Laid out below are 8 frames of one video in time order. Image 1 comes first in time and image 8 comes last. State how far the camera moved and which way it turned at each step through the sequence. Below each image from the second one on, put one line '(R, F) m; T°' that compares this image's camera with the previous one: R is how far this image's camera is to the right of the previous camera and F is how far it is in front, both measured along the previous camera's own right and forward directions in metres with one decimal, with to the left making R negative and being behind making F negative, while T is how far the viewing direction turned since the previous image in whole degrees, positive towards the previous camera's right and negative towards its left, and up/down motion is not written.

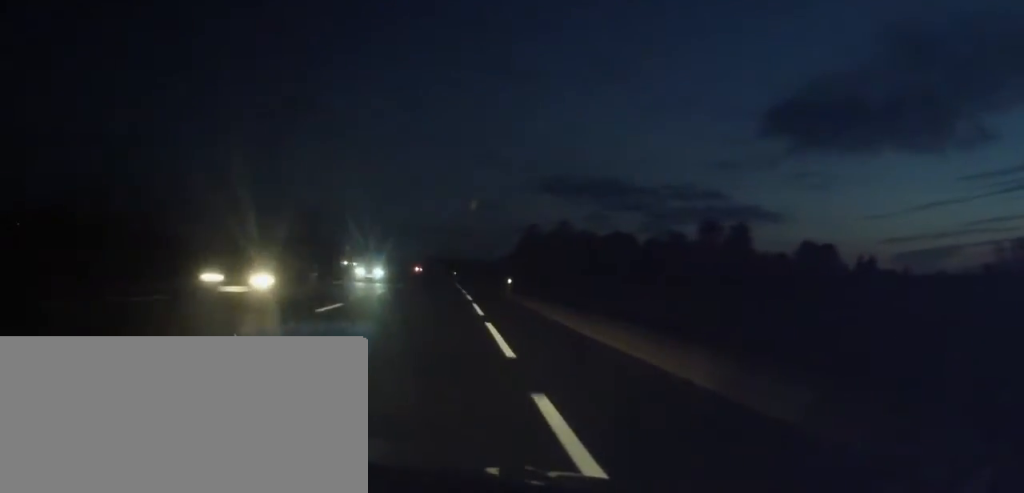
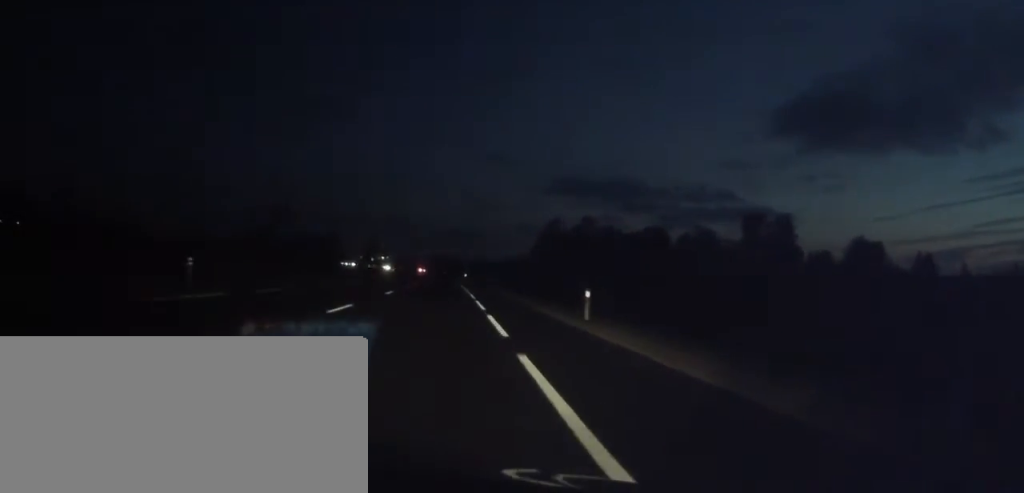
(-0.1, +23.8) m; 0°
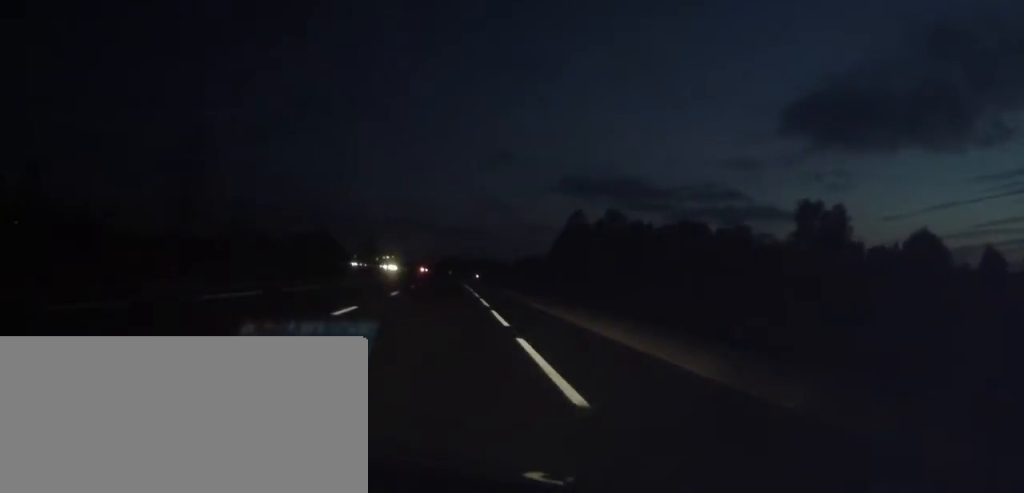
(-0.1, +24.7) m; -1°
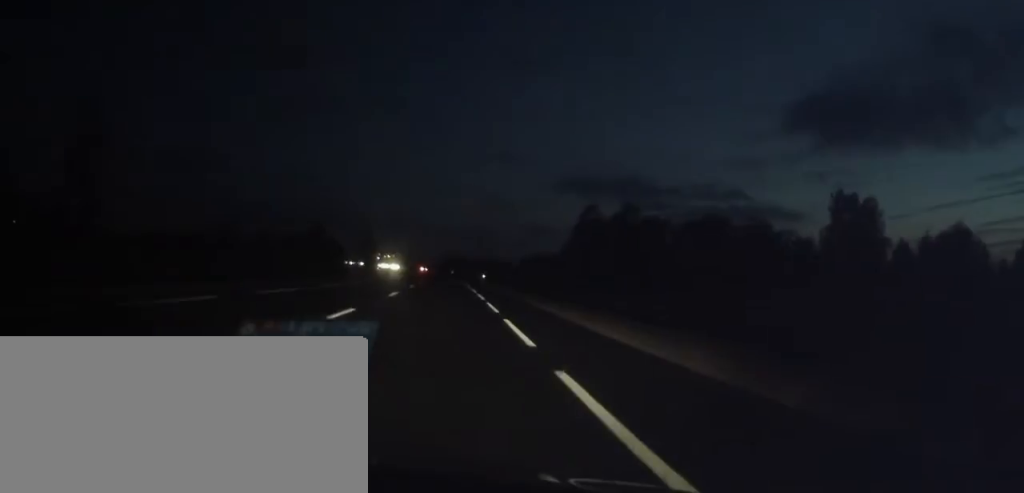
(+0.2, +13.2) m; -1°
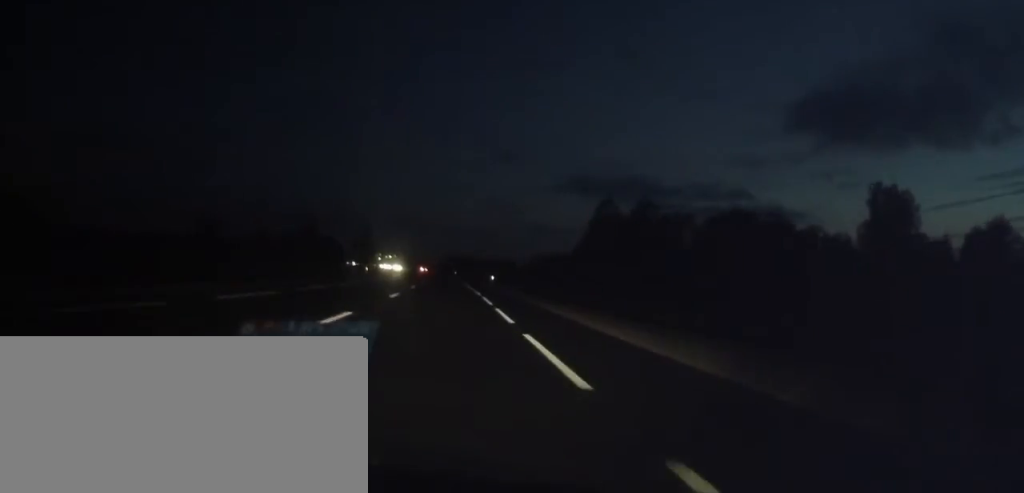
(-0.4, +13.3) m; -1°
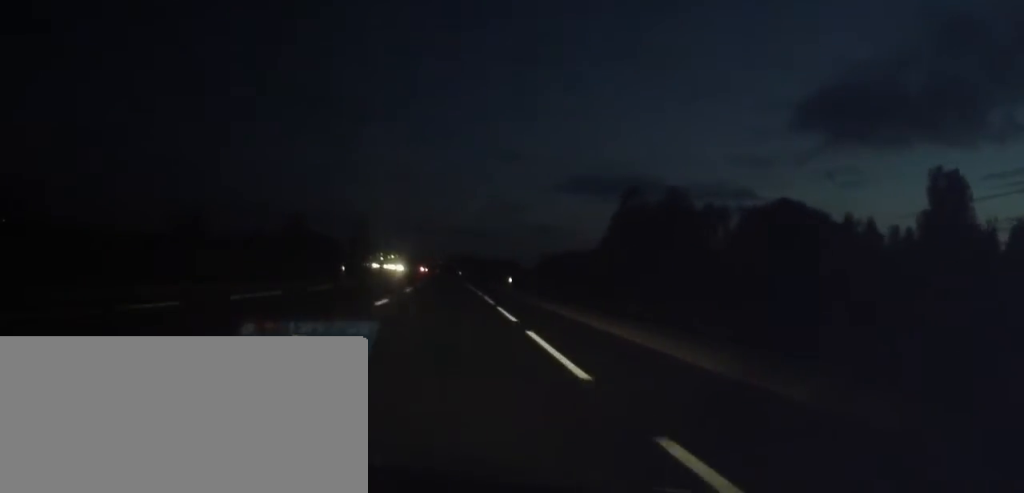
(-0.2, +17.6) m; -1°
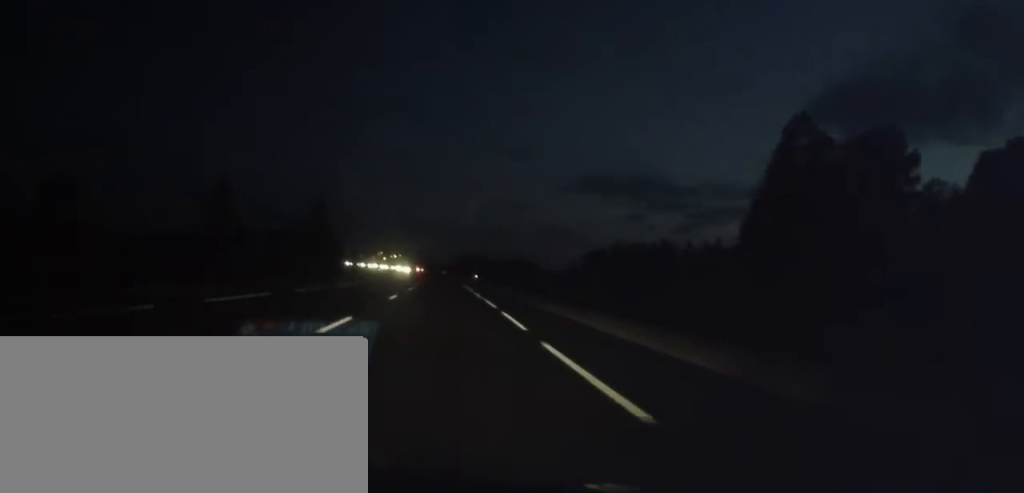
(0.0, +56.9) m; 0°
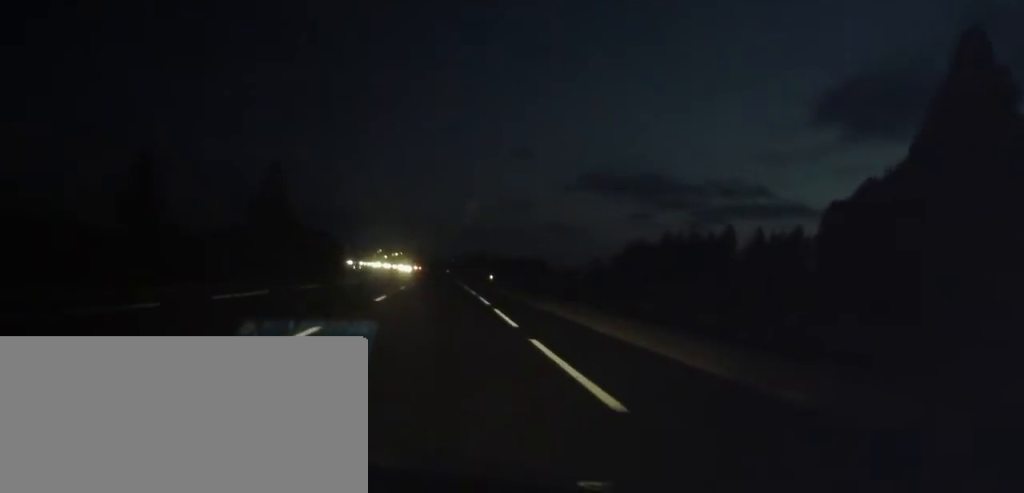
(0.0, +26.9) m; -1°
